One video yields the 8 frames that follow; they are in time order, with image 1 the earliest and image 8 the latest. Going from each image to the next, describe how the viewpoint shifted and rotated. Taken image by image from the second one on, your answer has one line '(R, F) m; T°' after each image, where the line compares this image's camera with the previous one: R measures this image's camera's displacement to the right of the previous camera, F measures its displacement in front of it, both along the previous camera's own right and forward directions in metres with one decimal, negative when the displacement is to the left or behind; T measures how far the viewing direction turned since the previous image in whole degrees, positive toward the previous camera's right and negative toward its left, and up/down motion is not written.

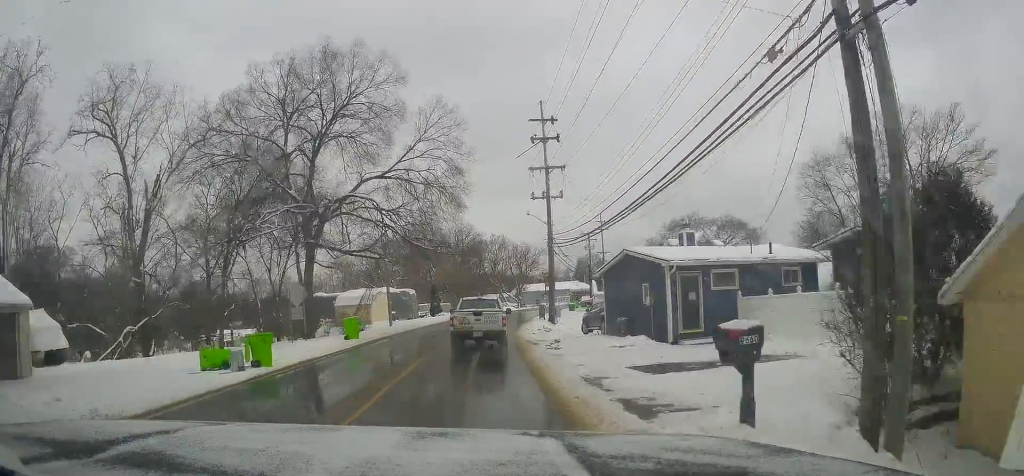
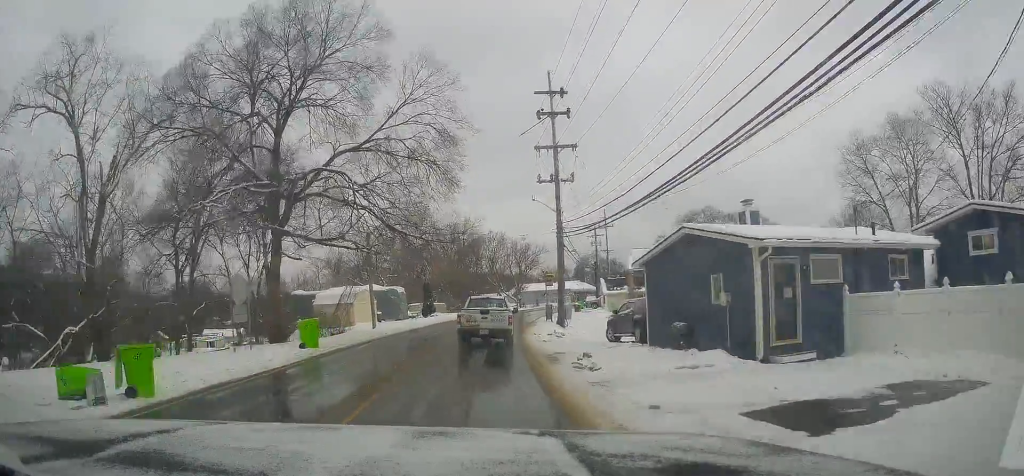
(0.0, +6.8) m; 0°
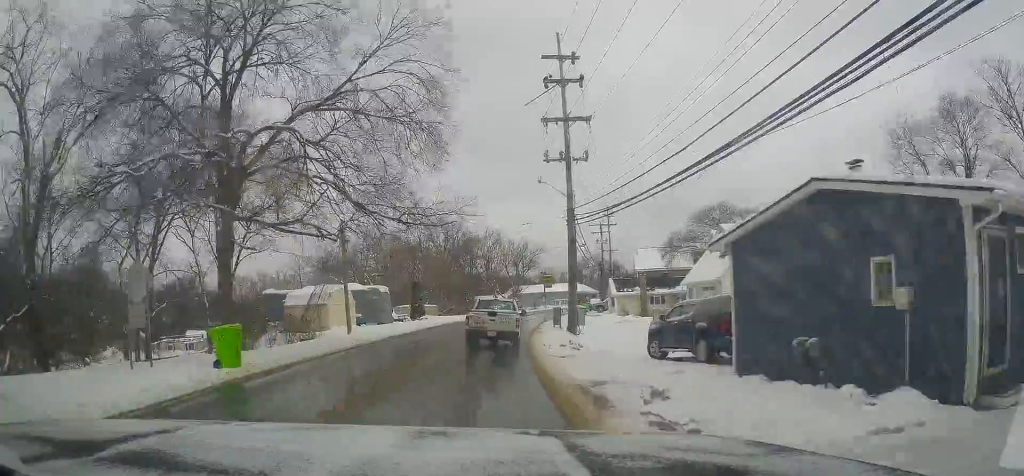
(0.0, +7.0) m; +1°
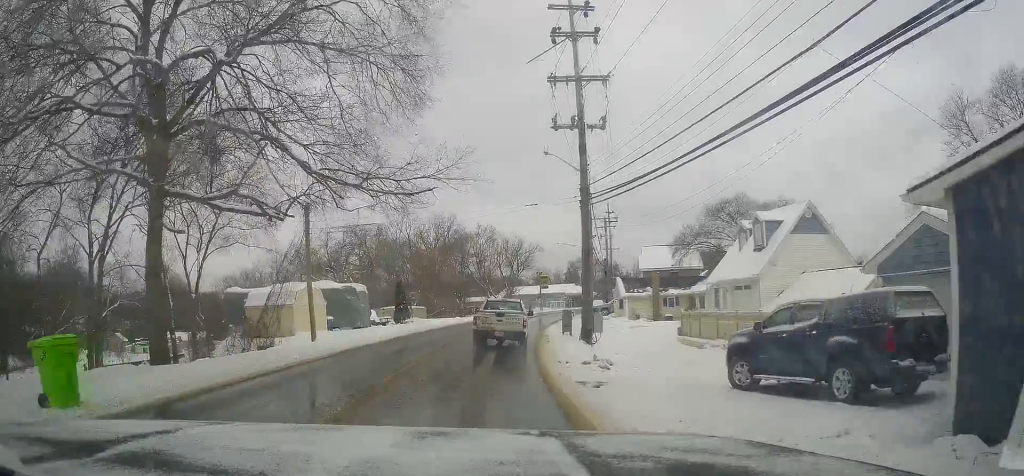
(0.0, +6.8) m; +1°
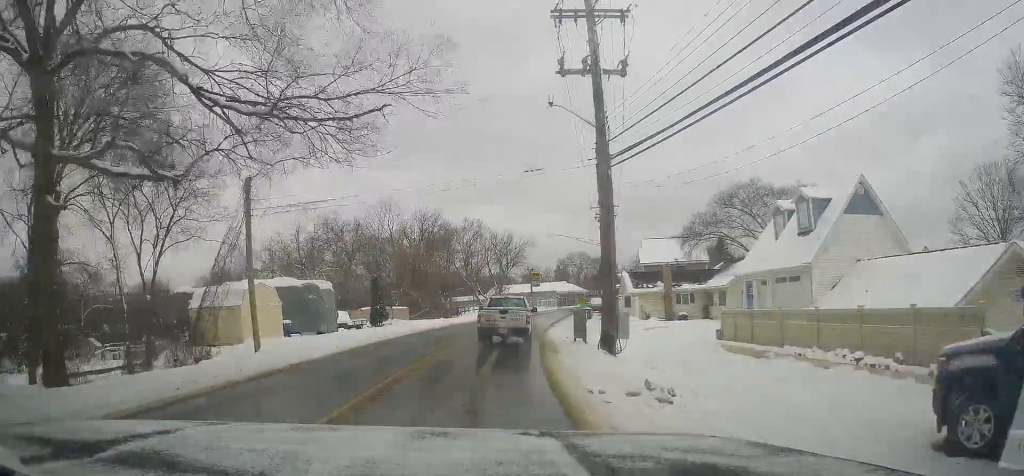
(0.0, +6.9) m; +2°
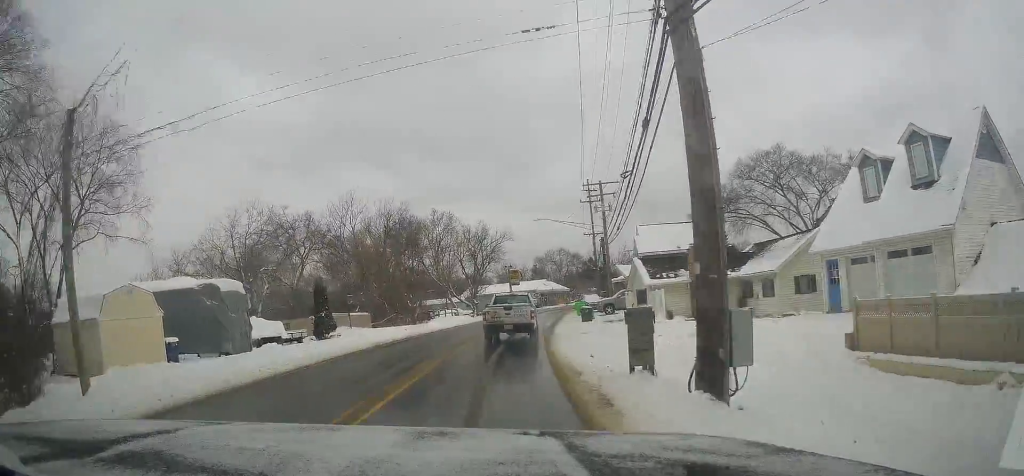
(+0.4, +11.2) m; +1°
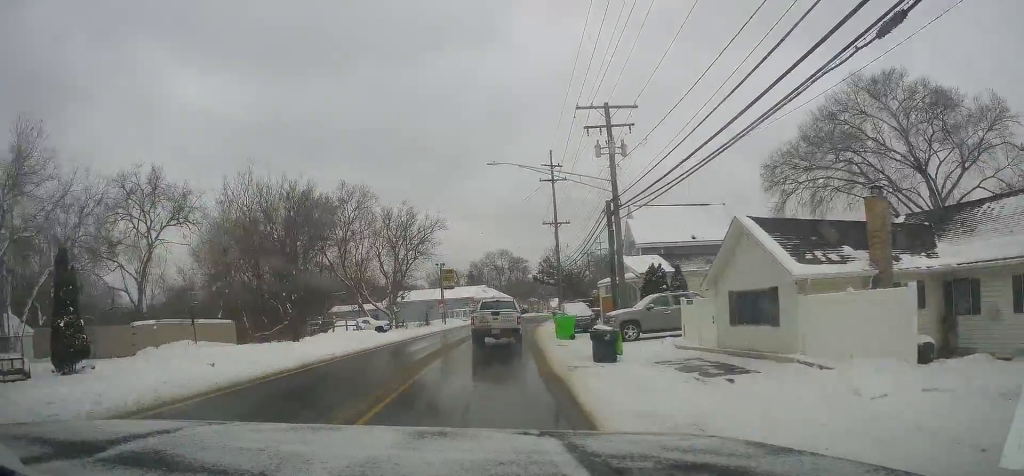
(+1.3, +22.7) m; +8°
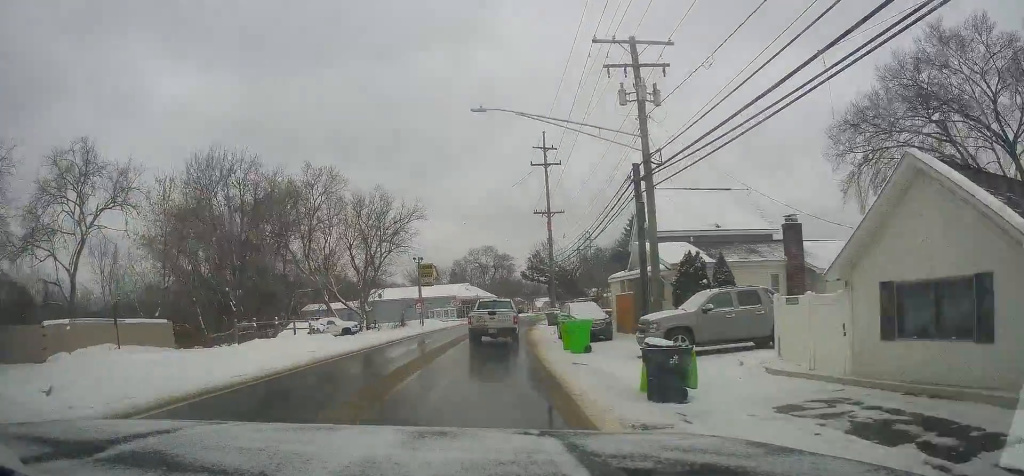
(+0.3, +7.8) m; +2°
